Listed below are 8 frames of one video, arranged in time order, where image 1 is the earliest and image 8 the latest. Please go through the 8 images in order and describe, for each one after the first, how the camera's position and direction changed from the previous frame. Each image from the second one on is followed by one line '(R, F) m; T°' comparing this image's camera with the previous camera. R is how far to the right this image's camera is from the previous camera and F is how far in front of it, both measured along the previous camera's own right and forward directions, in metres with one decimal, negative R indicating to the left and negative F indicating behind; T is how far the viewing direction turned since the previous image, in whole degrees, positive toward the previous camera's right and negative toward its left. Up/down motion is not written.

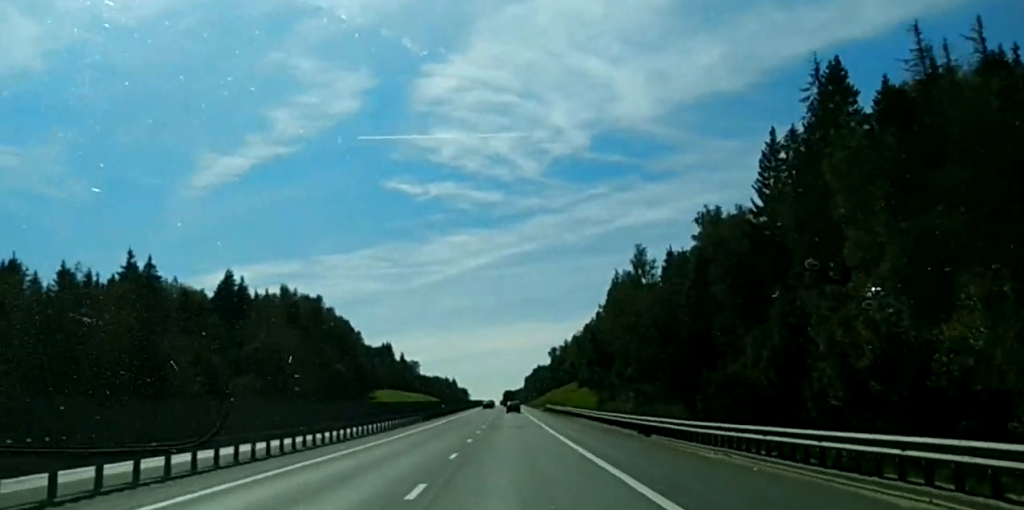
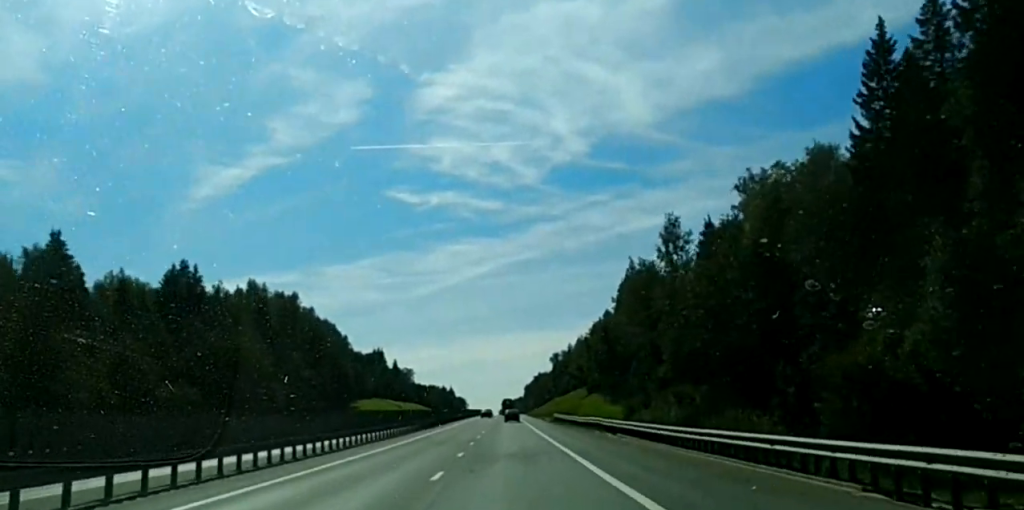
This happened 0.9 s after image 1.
(-0.2, +27.9) m; 0°
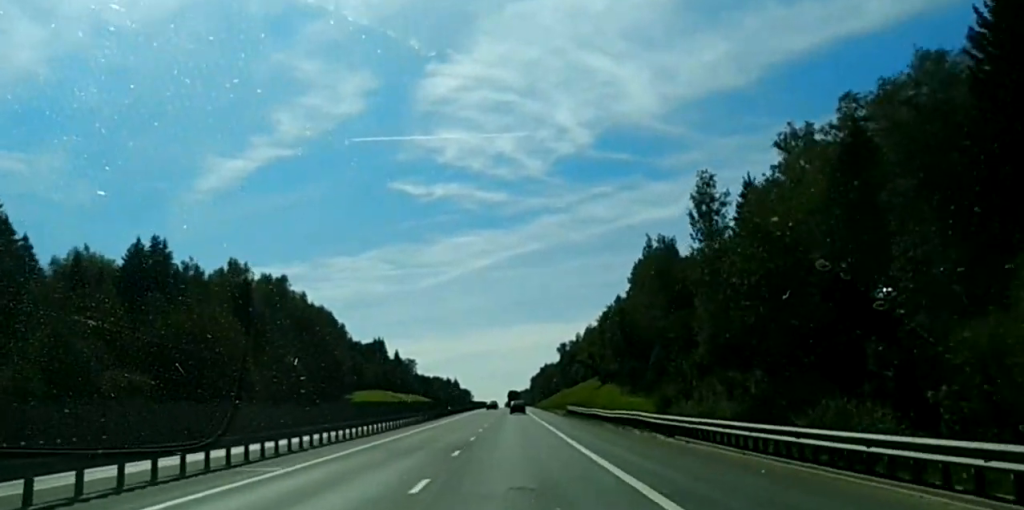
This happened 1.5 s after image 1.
(-0.1, +17.1) m; 0°
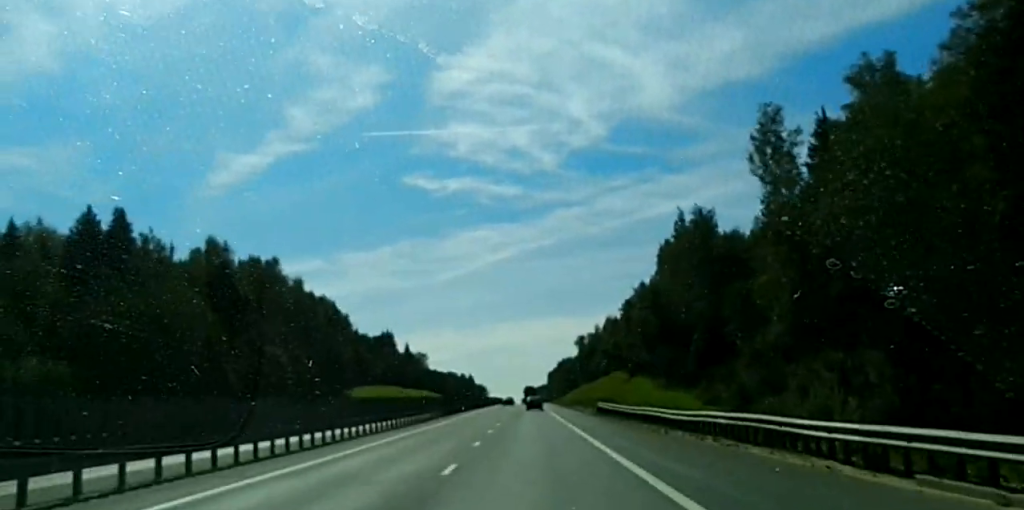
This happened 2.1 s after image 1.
(+0.1, +19.5) m; 0°
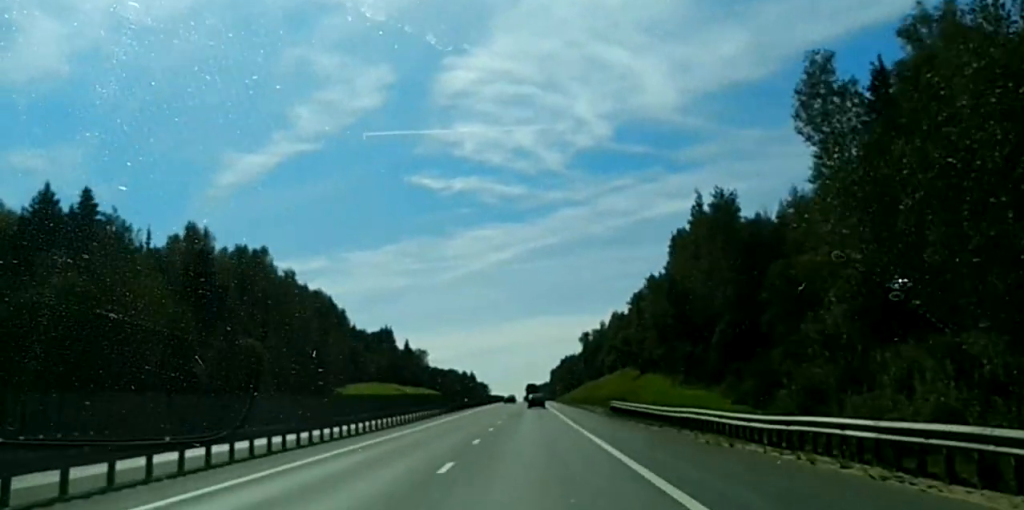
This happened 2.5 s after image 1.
(+0.1, +12.2) m; 0°
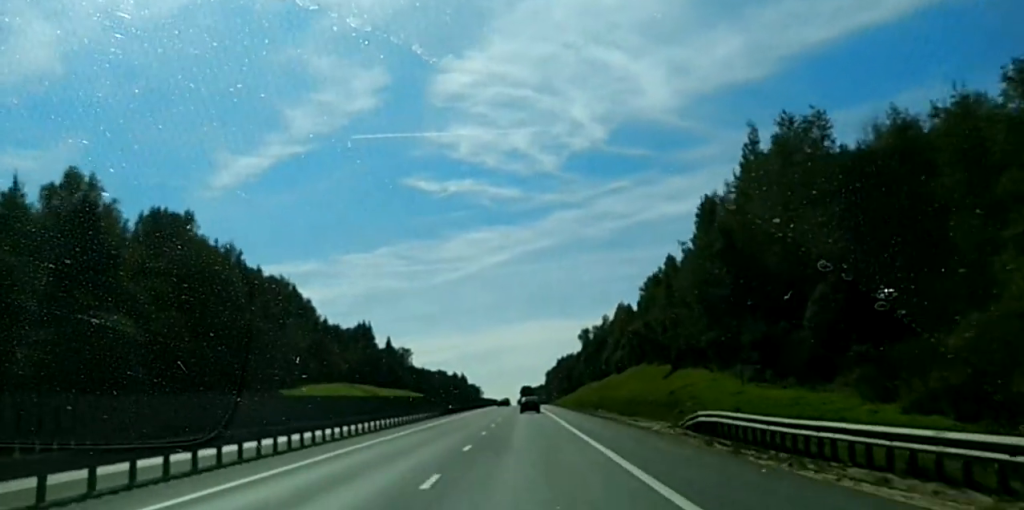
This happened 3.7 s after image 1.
(-0.2, +36.8) m; -1°
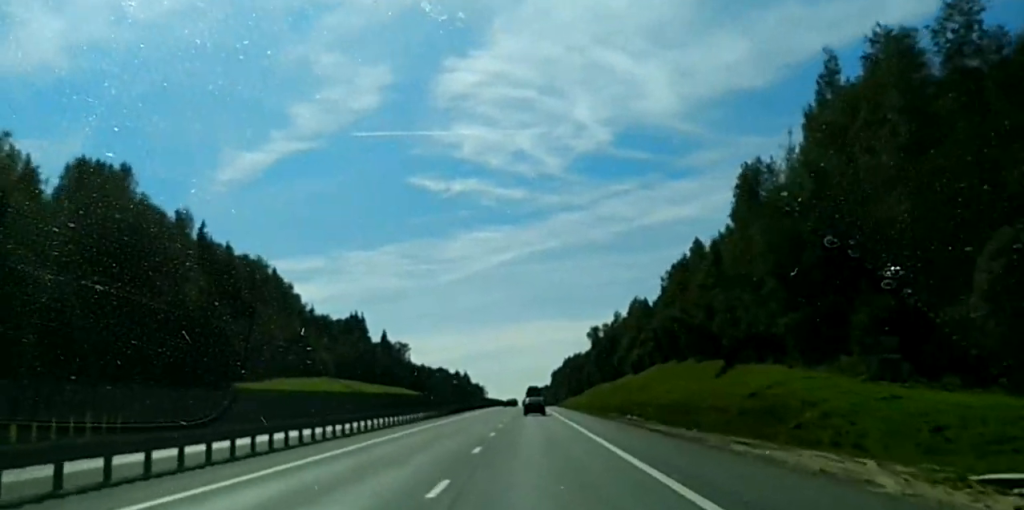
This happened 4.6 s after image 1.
(0.0, +25.7) m; 0°
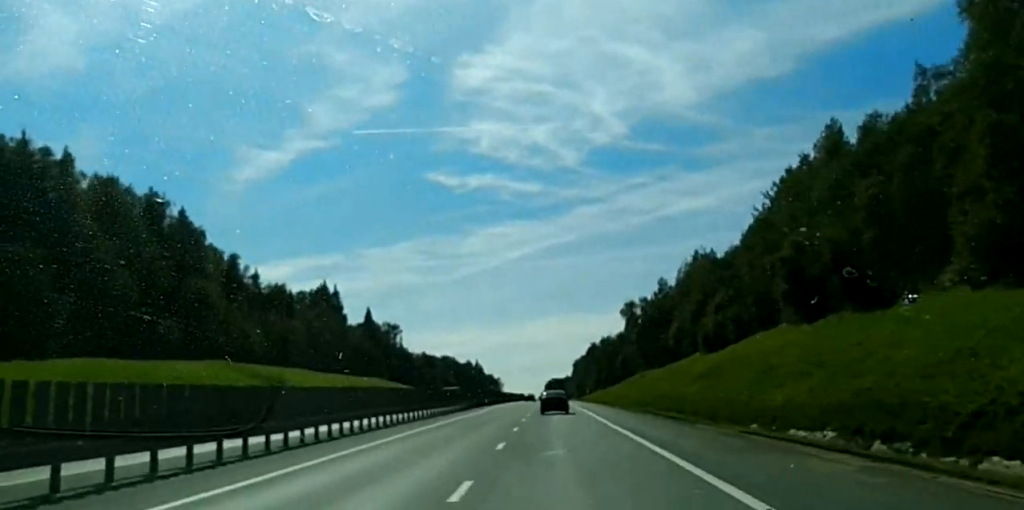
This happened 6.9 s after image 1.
(+0.1, +70.3) m; 0°
